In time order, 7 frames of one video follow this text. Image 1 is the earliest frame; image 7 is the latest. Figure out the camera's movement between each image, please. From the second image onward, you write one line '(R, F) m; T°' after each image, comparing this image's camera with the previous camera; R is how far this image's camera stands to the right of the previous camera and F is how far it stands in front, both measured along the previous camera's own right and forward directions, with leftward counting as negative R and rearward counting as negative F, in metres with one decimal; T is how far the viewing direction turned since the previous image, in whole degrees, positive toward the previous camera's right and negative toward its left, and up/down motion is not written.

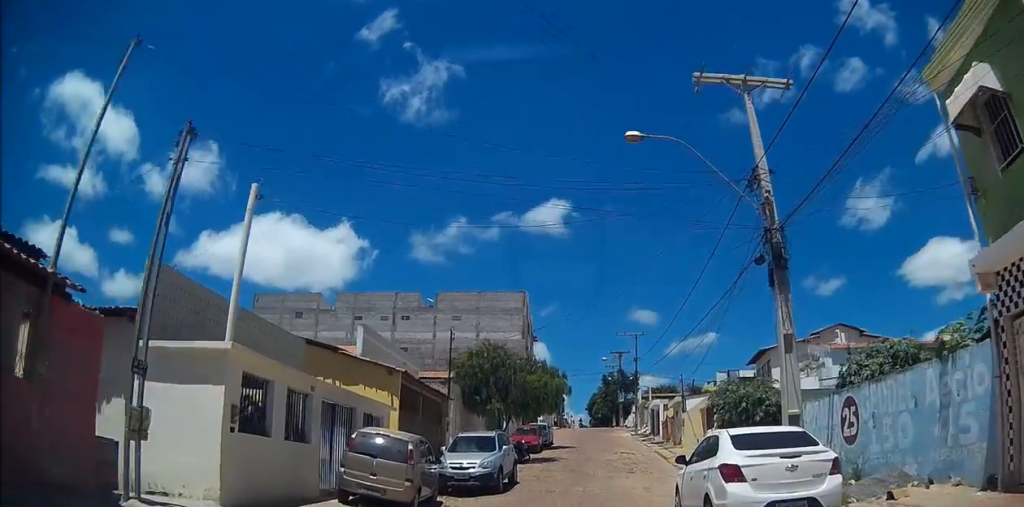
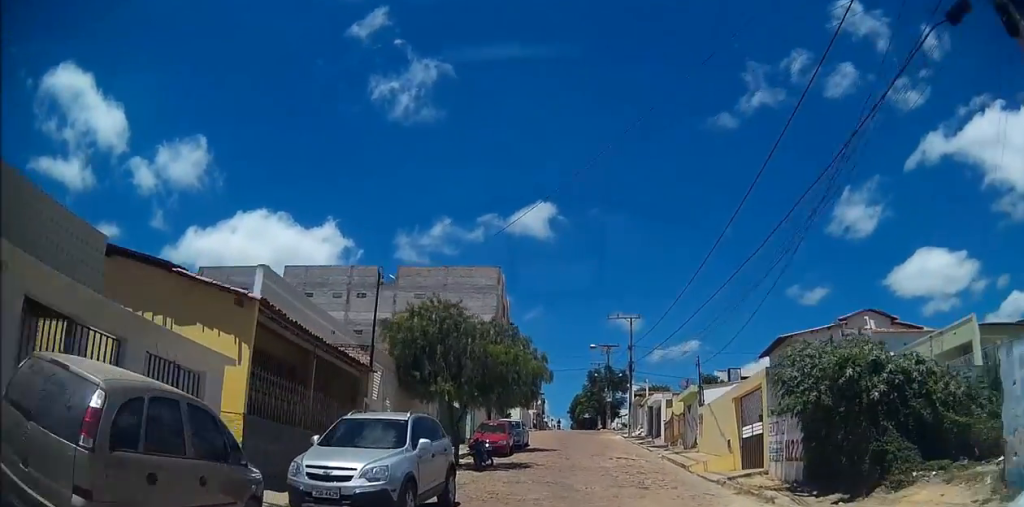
(-0.2, +7.8) m; -1°
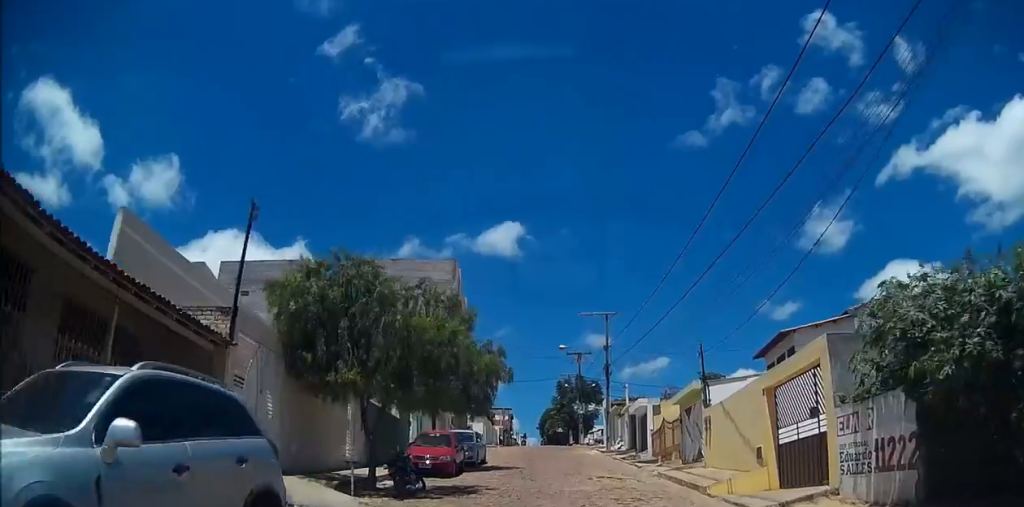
(0.0, +5.8) m; +1°
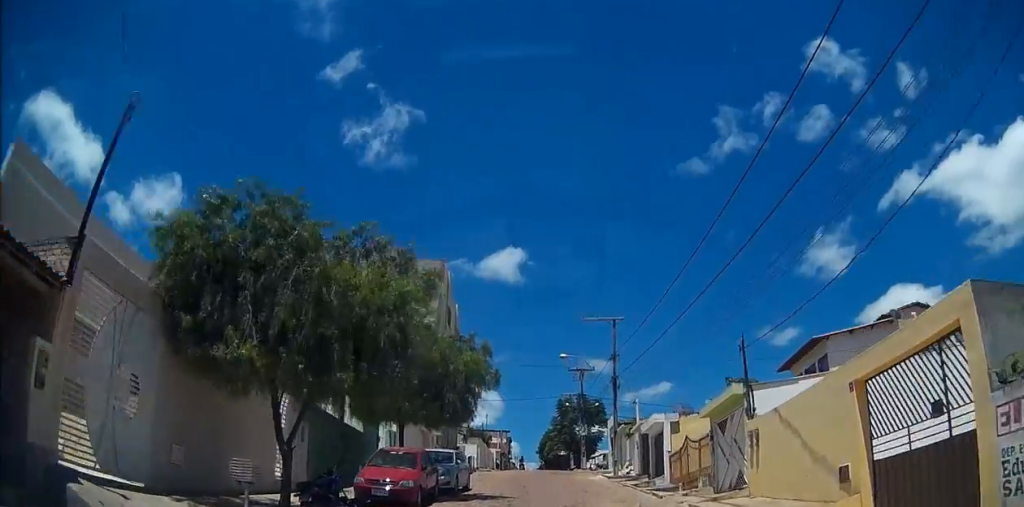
(+0.1, +4.5) m; +1°
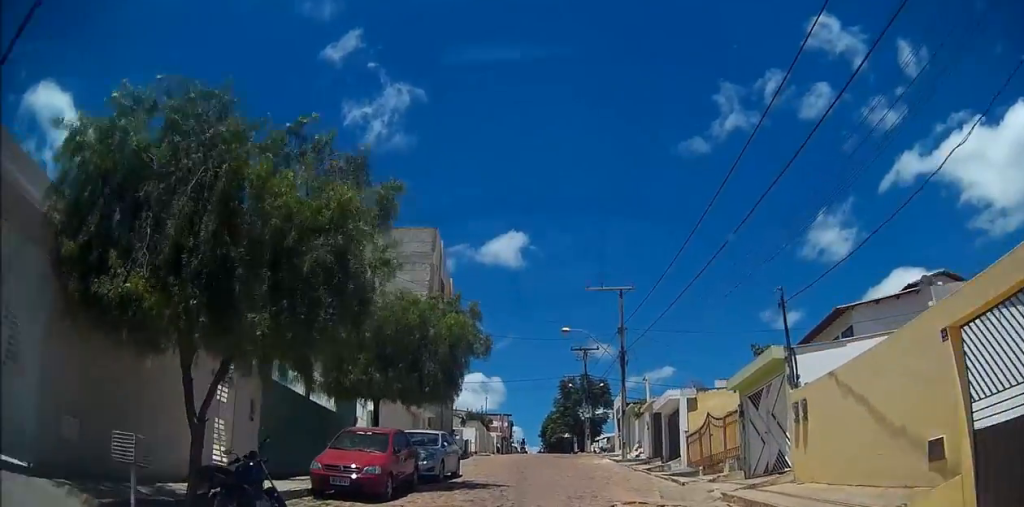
(0.0, +2.7) m; +1°
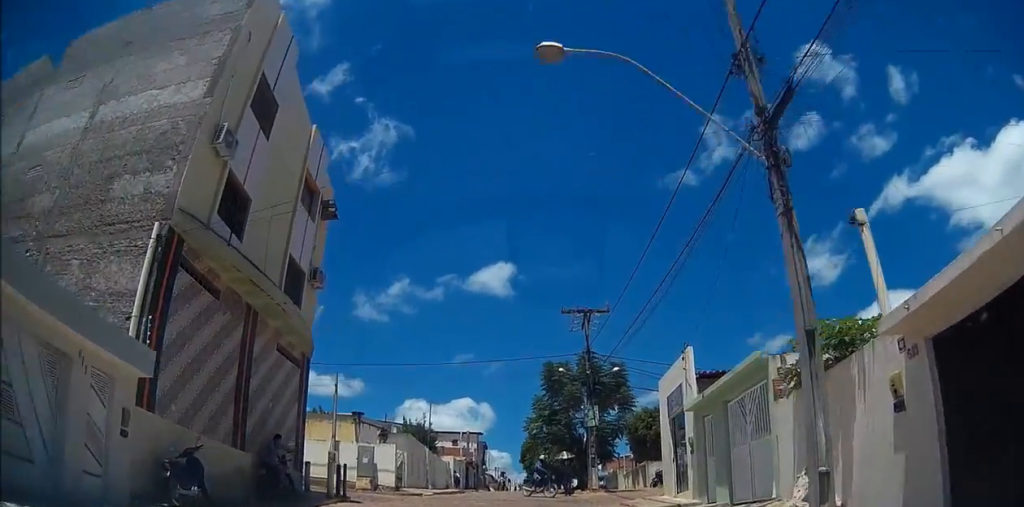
(+1.5, +21.9) m; +5°
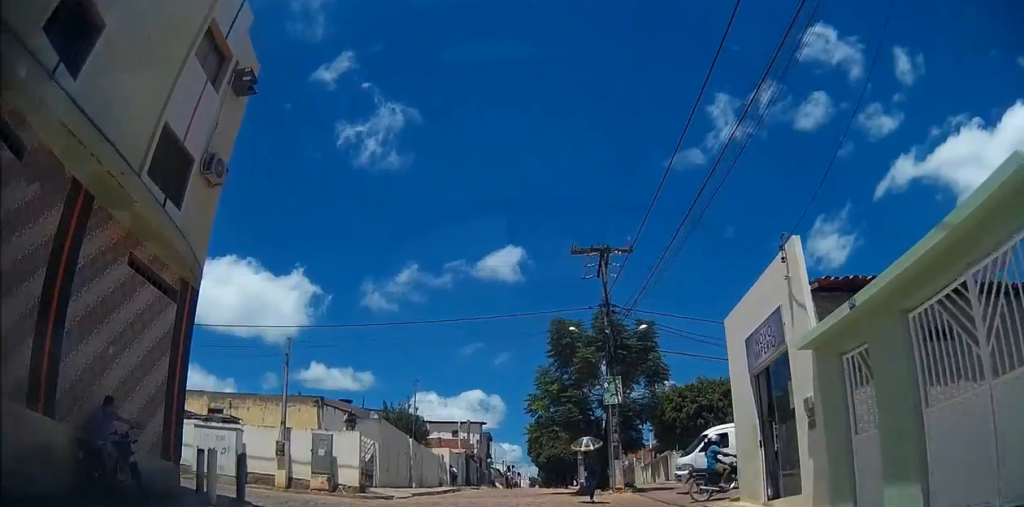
(-0.1, +7.0) m; -2°
